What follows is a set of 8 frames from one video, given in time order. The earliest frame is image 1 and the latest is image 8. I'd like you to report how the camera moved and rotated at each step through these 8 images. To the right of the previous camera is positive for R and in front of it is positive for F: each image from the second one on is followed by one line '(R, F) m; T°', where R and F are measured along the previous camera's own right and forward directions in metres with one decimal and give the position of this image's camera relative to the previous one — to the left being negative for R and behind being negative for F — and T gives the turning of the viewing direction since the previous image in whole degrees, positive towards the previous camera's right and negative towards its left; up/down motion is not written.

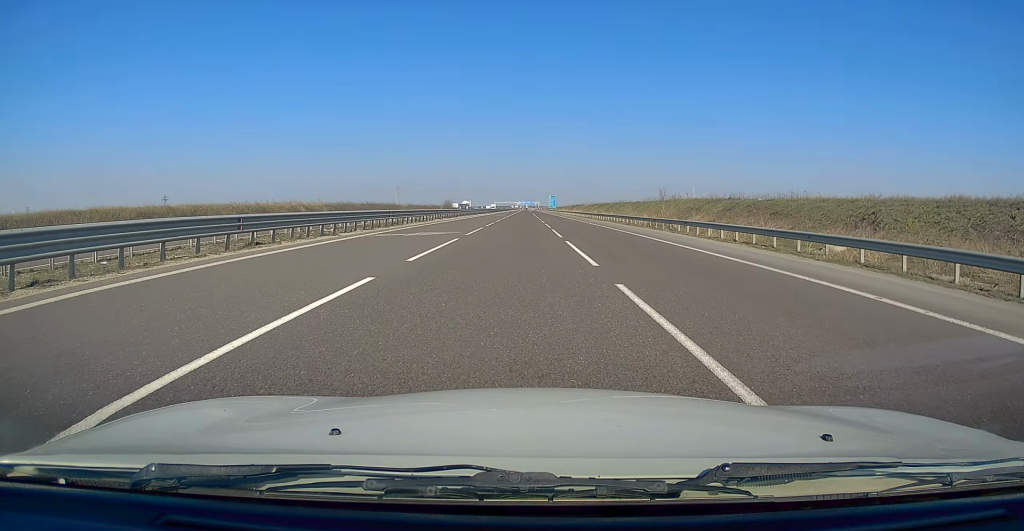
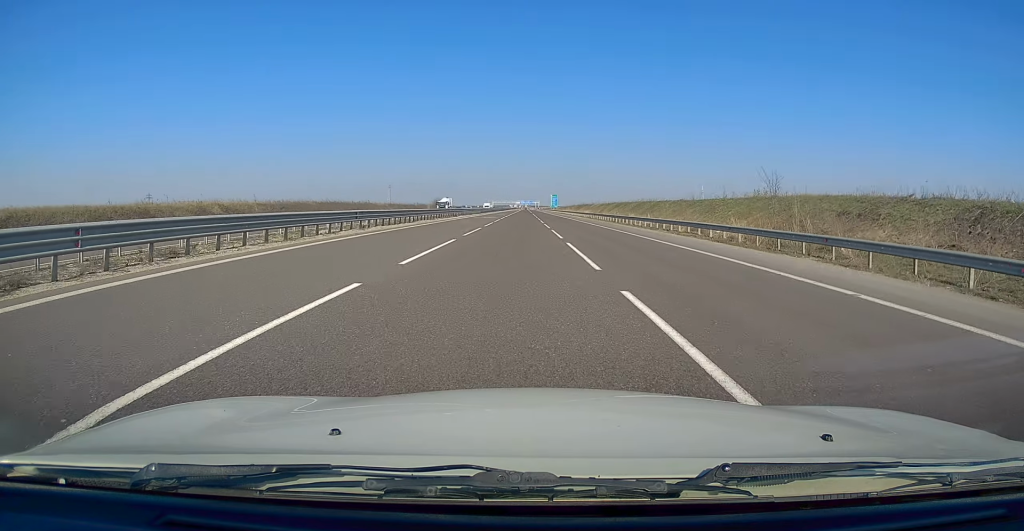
(0.0, +24.7) m; 0°
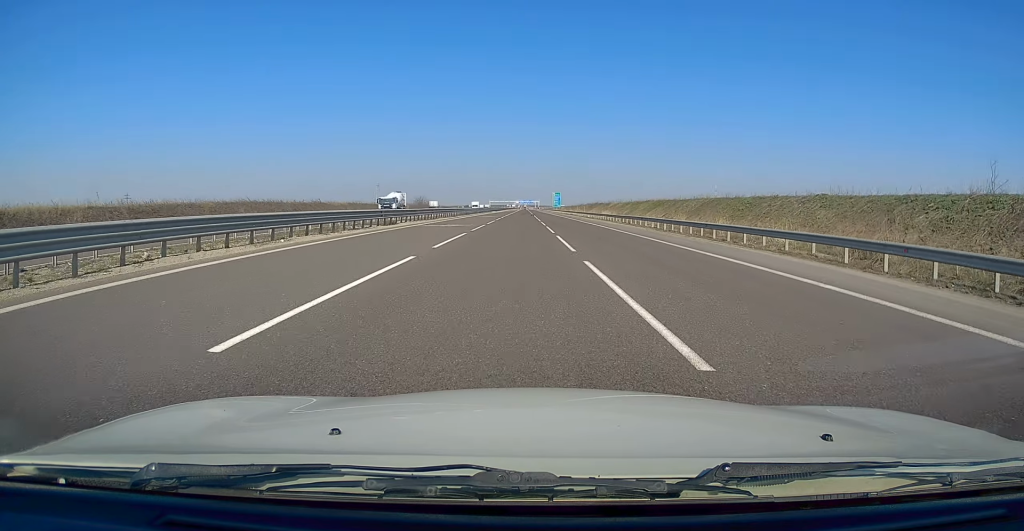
(0.0, +31.1) m; 0°
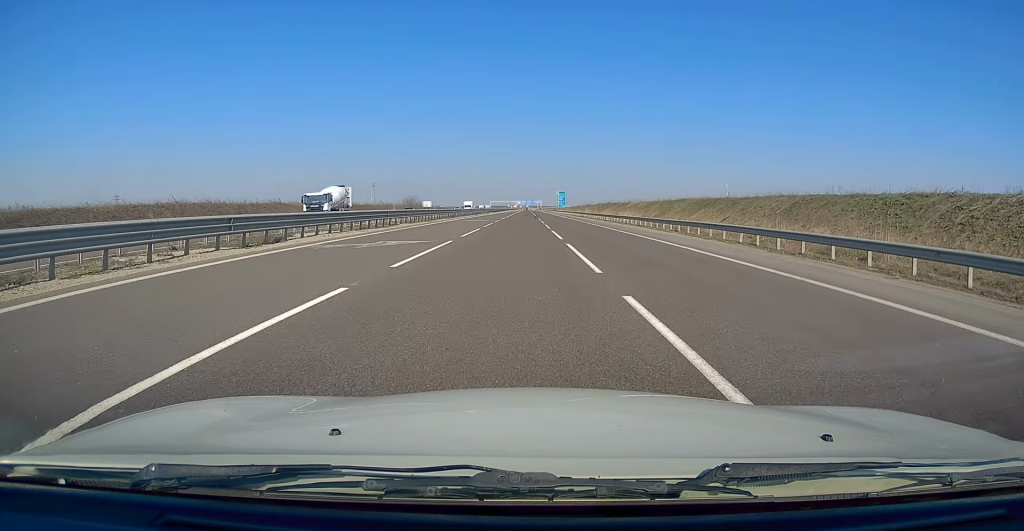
(0.0, +17.3) m; 0°
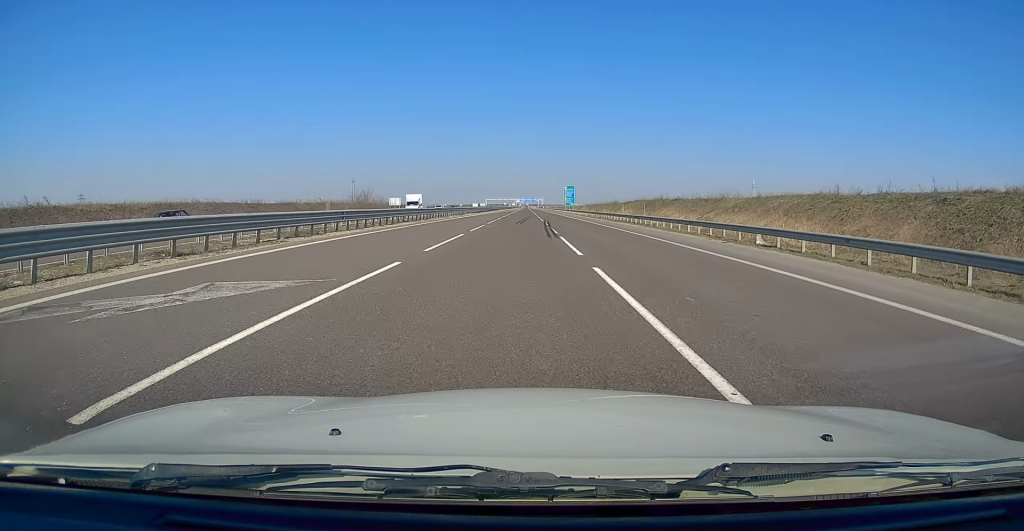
(-0.1, +44.3) m; 0°
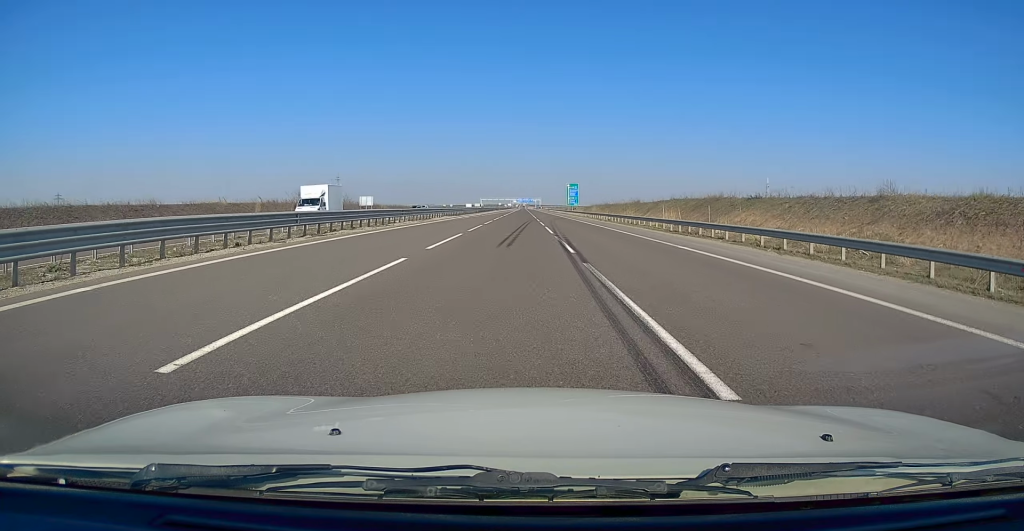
(+0.1, +22.9) m; 0°
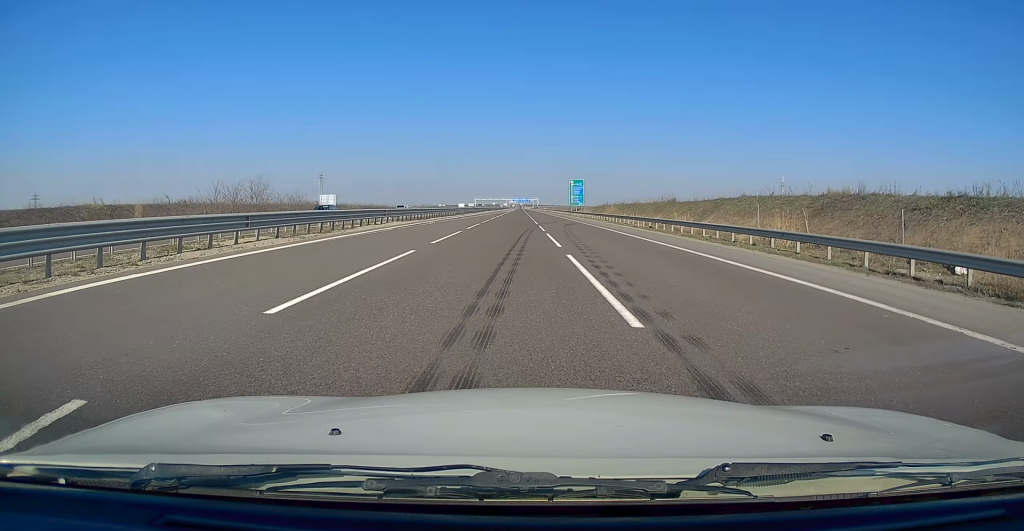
(+0.1, +21.6) m; 0°
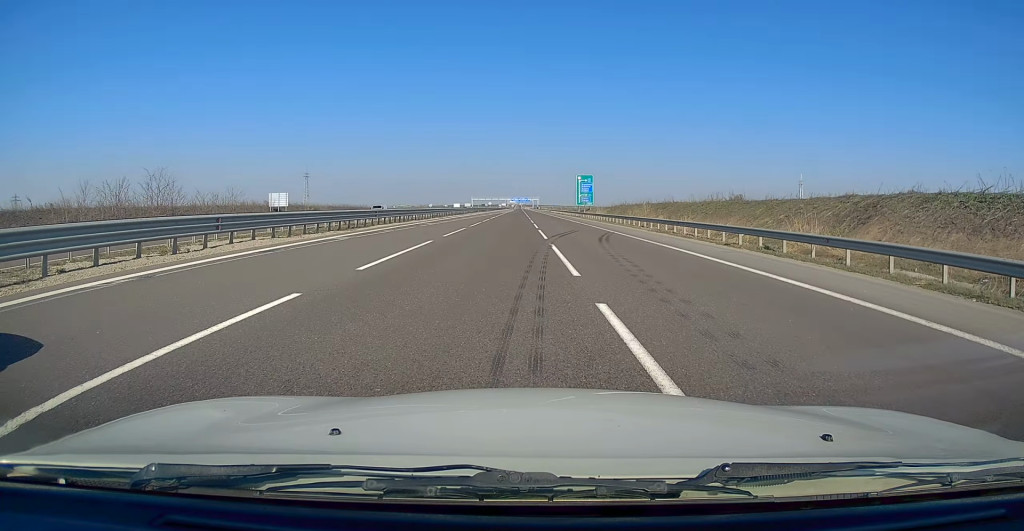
(0.0, +19.5) m; 0°
